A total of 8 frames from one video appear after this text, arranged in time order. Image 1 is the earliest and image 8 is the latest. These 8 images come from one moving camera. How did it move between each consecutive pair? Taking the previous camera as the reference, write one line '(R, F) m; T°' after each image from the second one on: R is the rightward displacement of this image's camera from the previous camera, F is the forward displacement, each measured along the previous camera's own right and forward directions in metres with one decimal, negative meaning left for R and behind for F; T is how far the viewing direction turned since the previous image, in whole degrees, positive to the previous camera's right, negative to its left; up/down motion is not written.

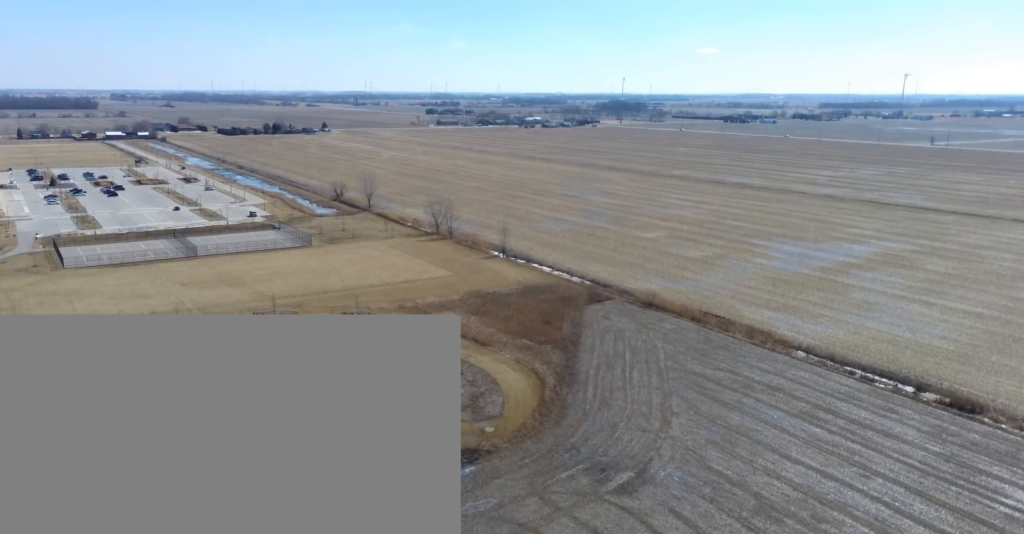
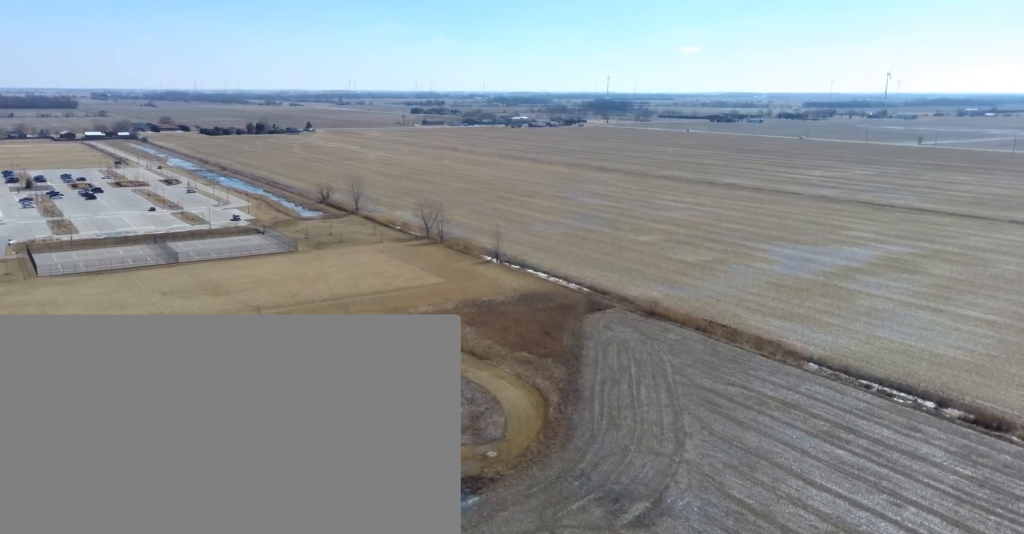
(+0.1, +9.4) m; 0°
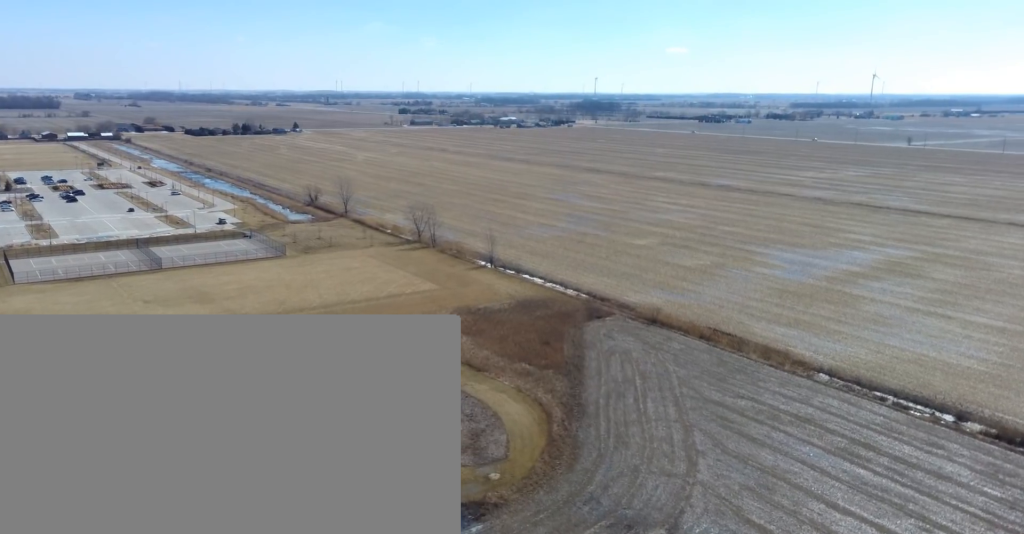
(0.0, +7.6) m; -1°
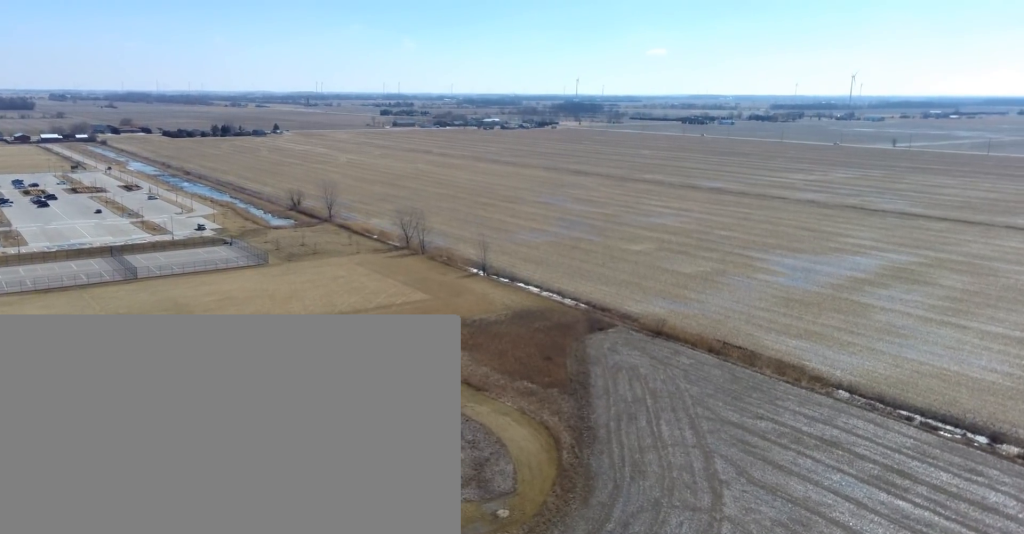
(-0.1, +11.5) m; -1°
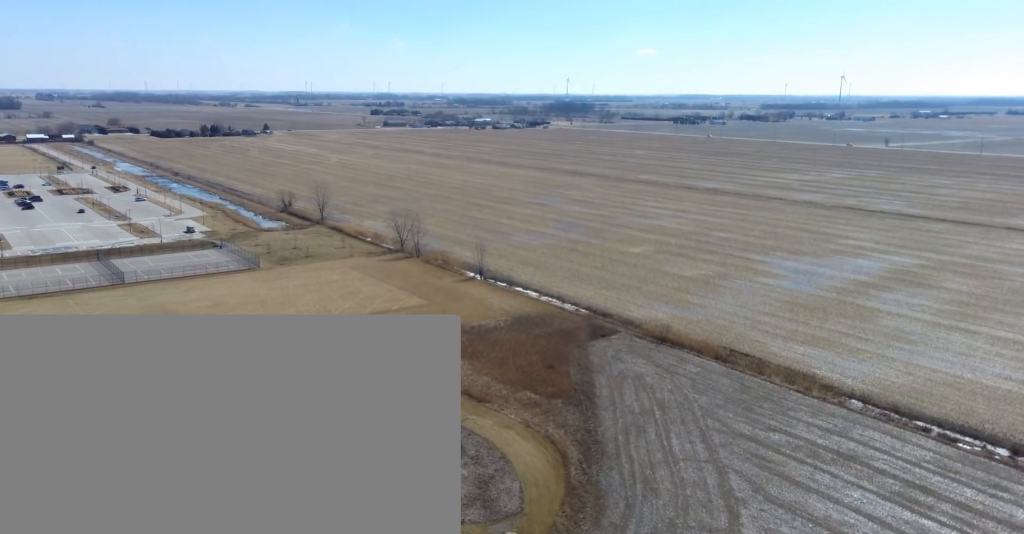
(0.0, +6.1) m; 0°
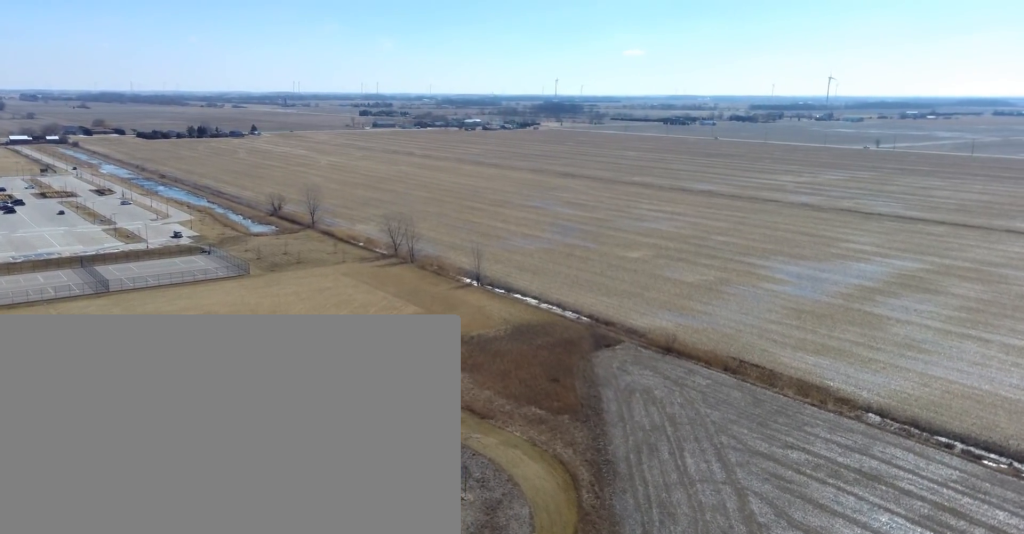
(0.0, +6.9) m; 0°
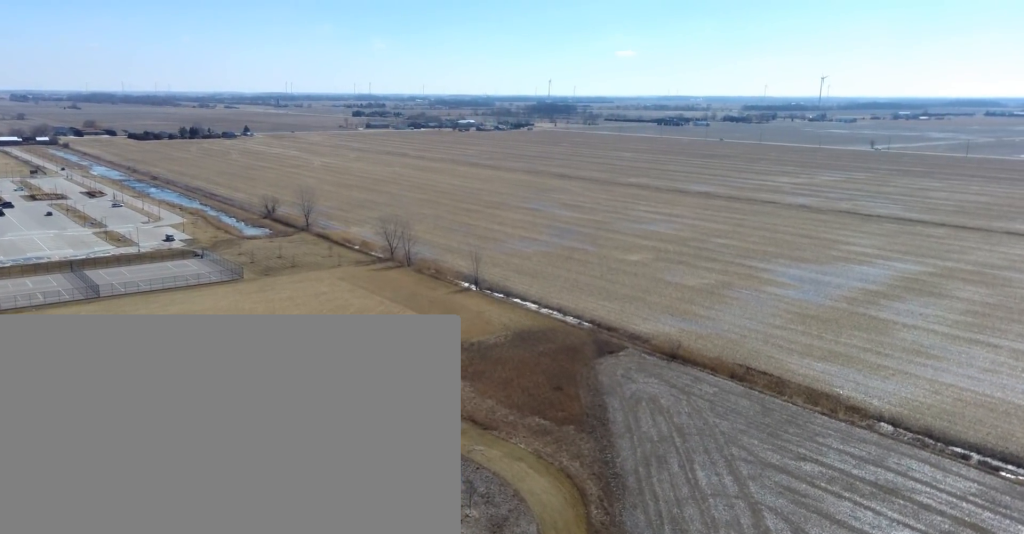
(0.0, +4.1) m; 0°
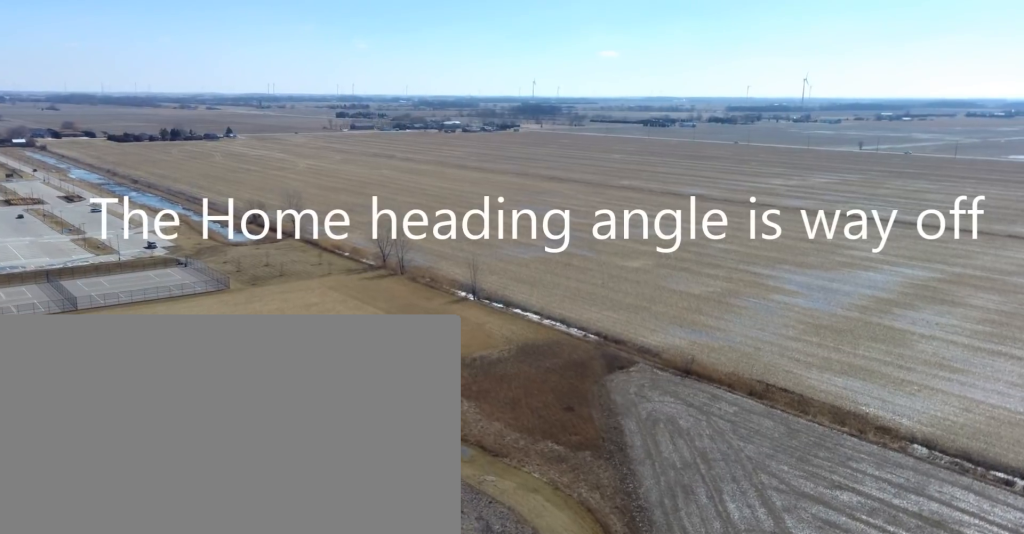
(+0.1, +9.0) m; +1°
